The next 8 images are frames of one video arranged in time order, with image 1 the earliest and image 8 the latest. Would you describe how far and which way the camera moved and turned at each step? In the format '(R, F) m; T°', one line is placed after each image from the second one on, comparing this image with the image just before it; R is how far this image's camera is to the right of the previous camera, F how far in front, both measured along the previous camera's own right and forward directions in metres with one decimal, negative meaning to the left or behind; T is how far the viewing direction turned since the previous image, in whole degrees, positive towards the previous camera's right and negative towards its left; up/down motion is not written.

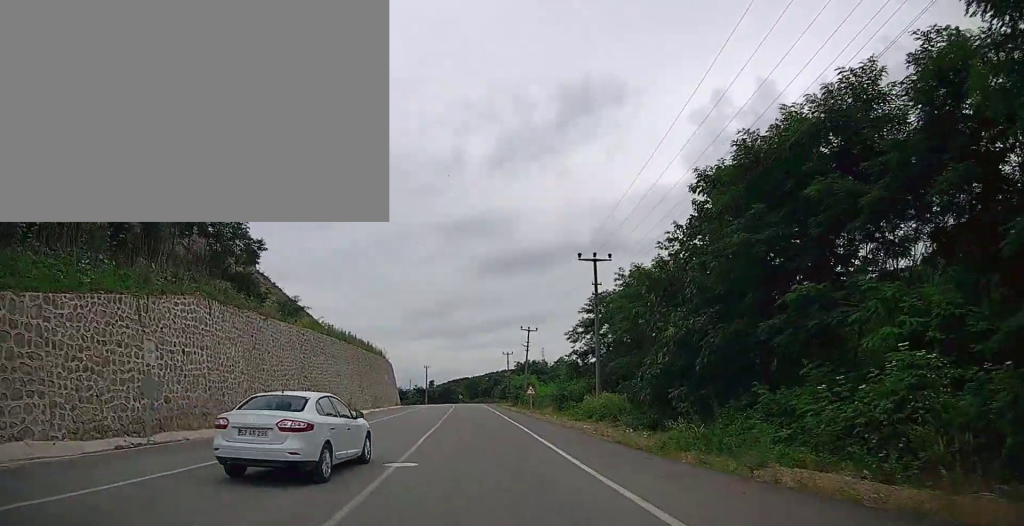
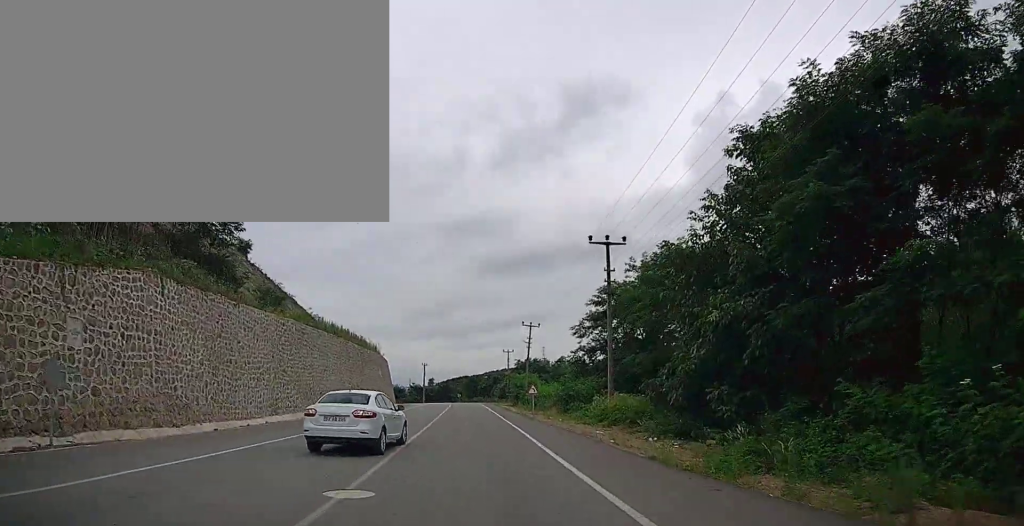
(0.0, +4.0) m; 0°
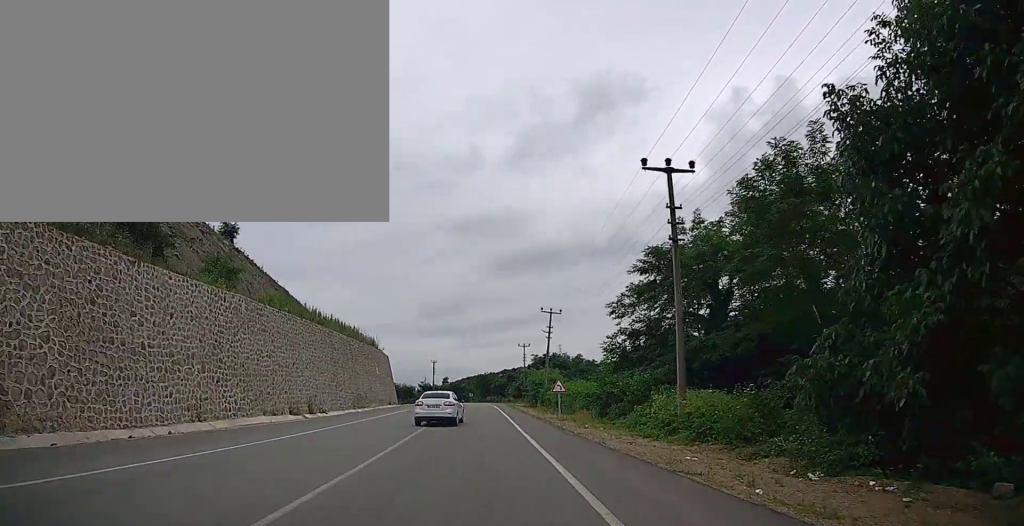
(-0.1, +10.0) m; 0°
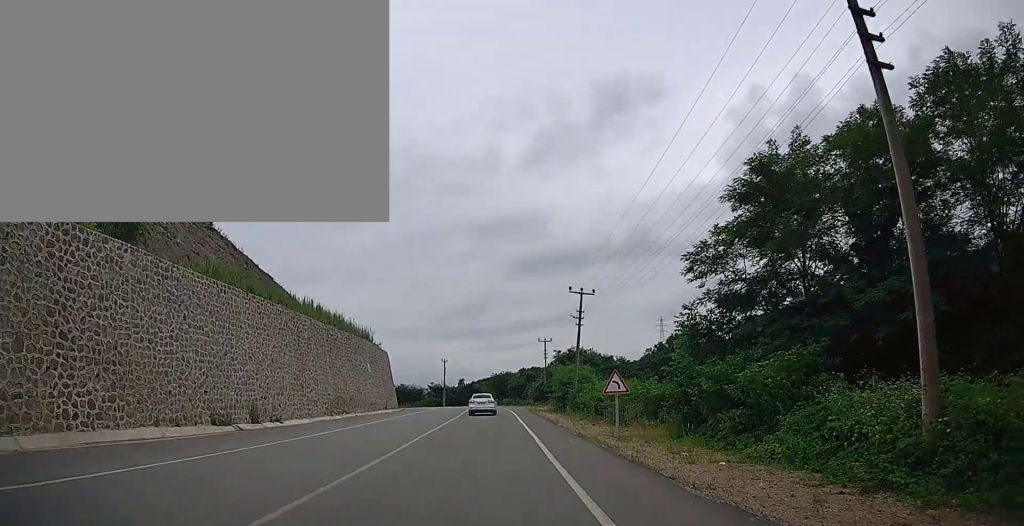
(-0.1, +11.3) m; -2°
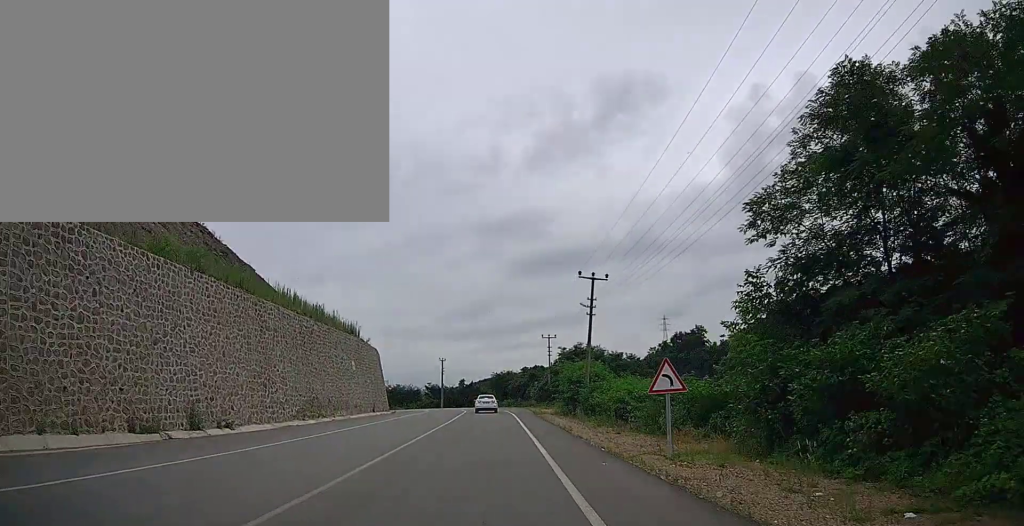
(-0.1, +6.2) m; -1°
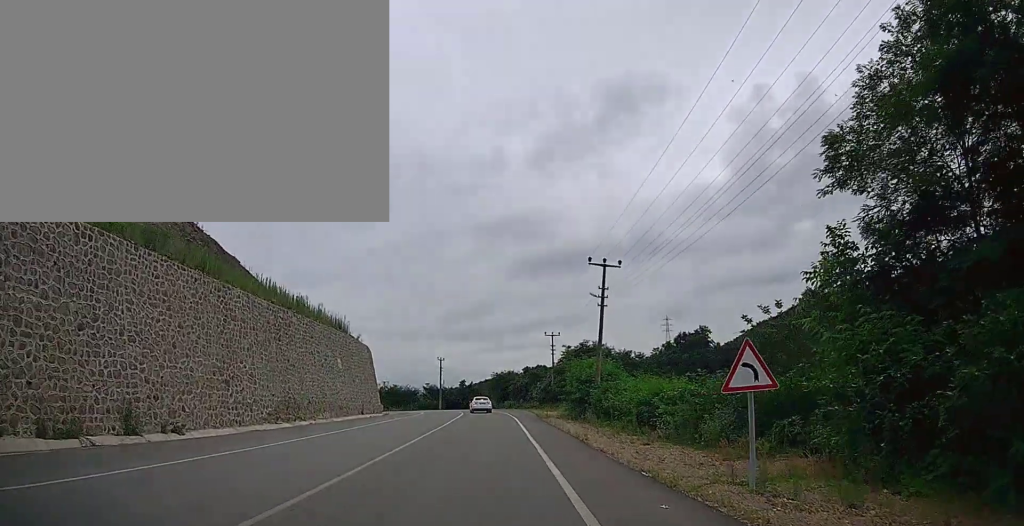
(0.0, +4.5) m; 0°
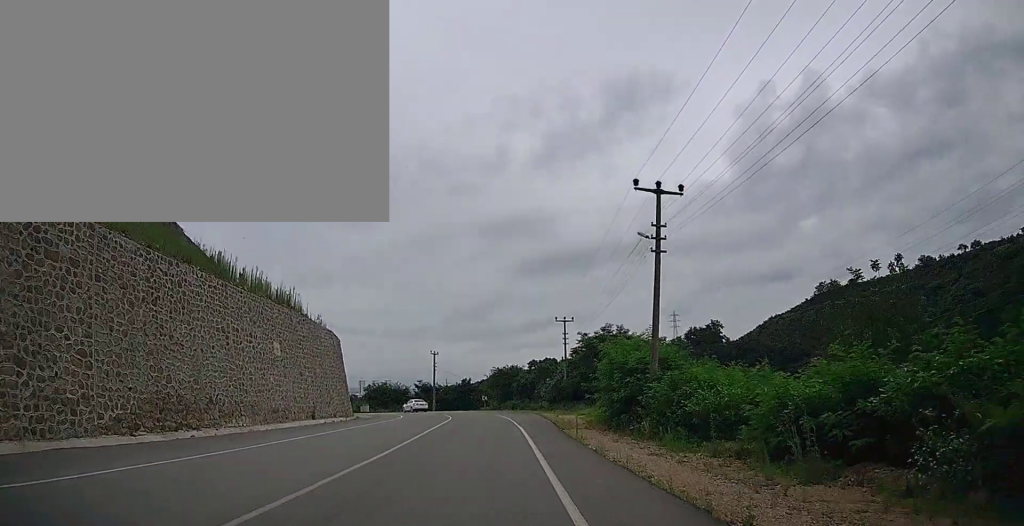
(+0.2, +12.0) m; +1°
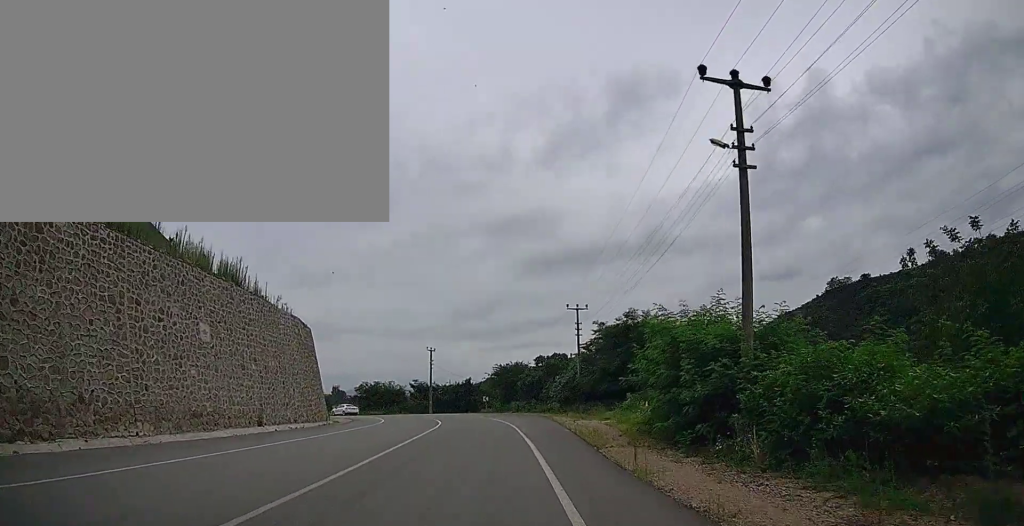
(-0.1, +8.3) m; 0°
